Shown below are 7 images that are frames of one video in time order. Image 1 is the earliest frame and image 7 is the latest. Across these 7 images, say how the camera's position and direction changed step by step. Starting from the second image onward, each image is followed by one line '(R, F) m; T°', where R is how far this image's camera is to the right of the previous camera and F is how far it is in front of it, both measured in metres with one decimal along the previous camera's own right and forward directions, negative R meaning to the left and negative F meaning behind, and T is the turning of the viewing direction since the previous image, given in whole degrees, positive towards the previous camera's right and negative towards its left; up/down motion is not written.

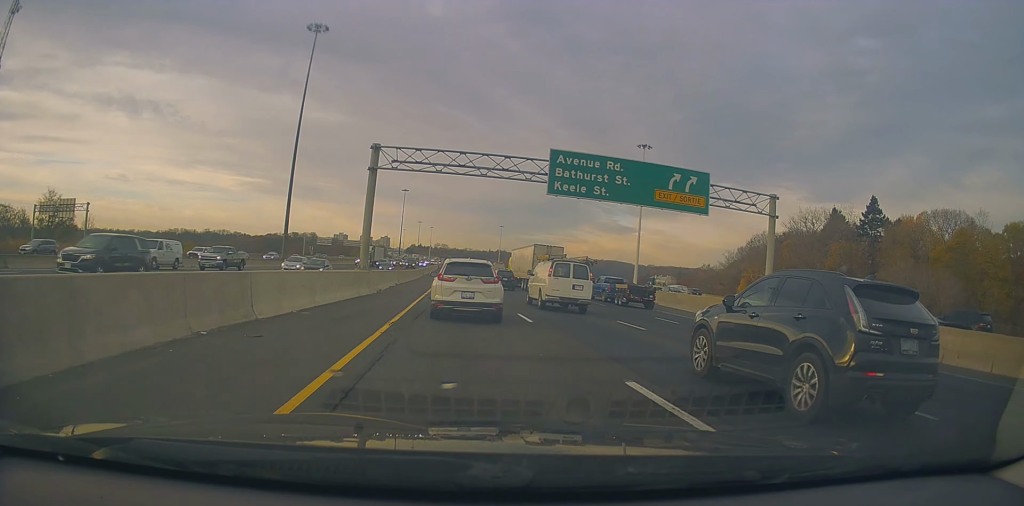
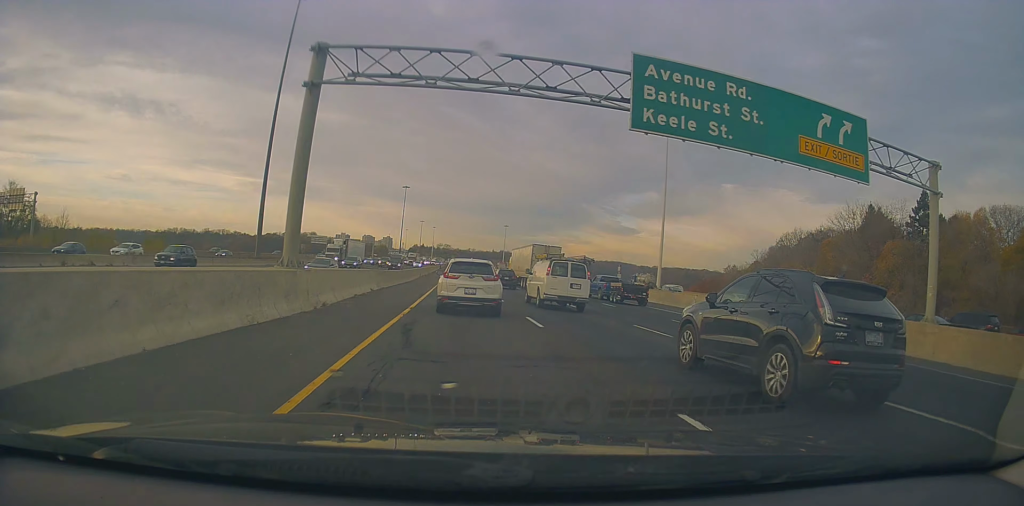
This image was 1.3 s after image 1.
(+0.3, +13.6) m; +1°
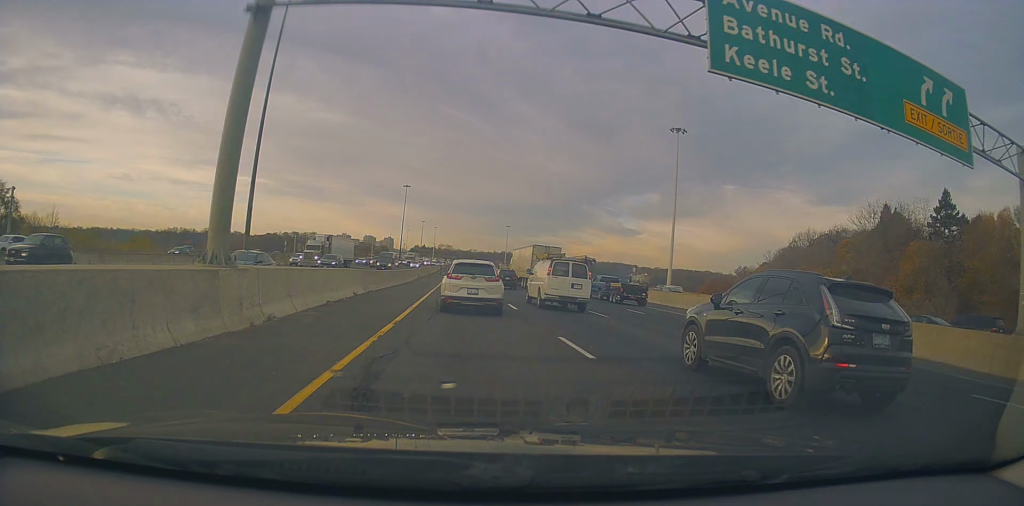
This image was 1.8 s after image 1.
(+0.1, +4.9) m; -2°
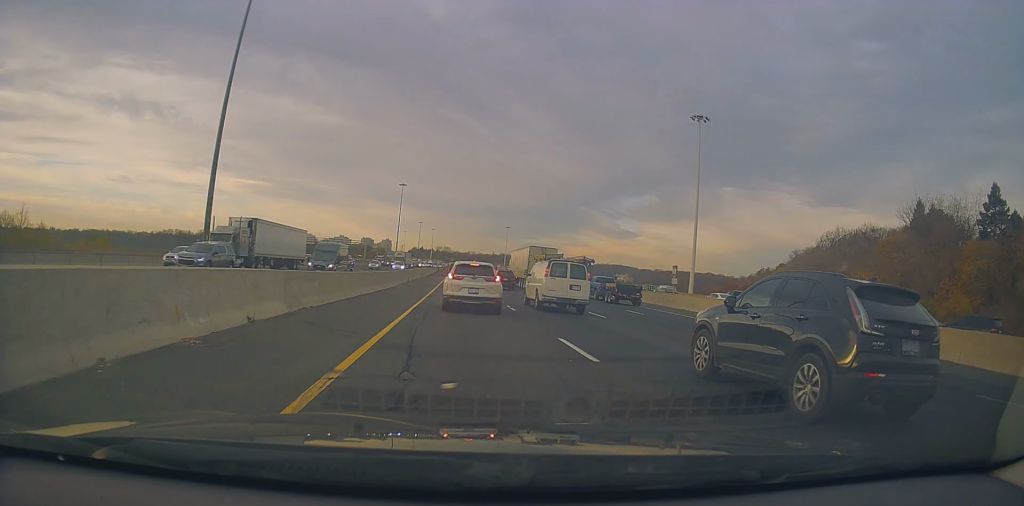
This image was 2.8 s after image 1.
(-0.5, +11.4) m; 0°
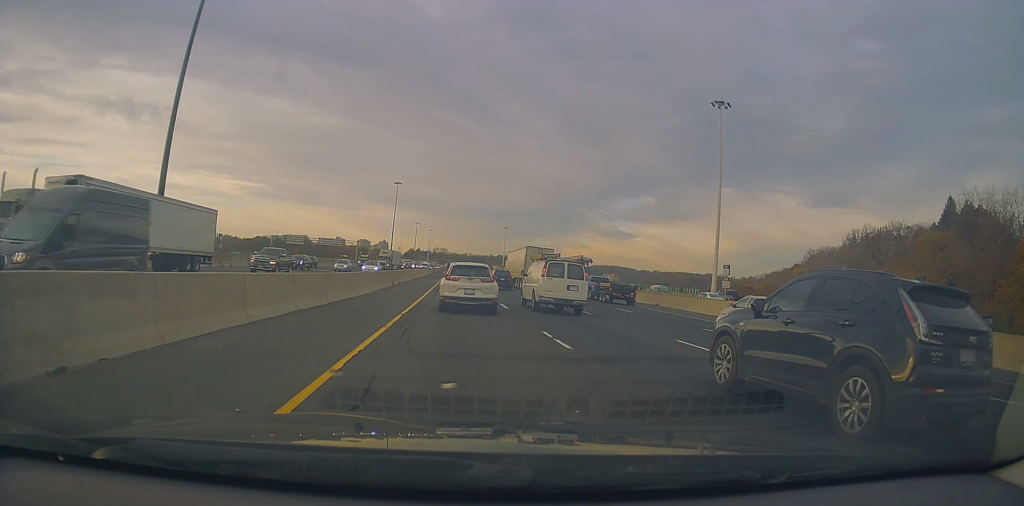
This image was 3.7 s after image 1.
(+0.3, +10.3) m; +3°
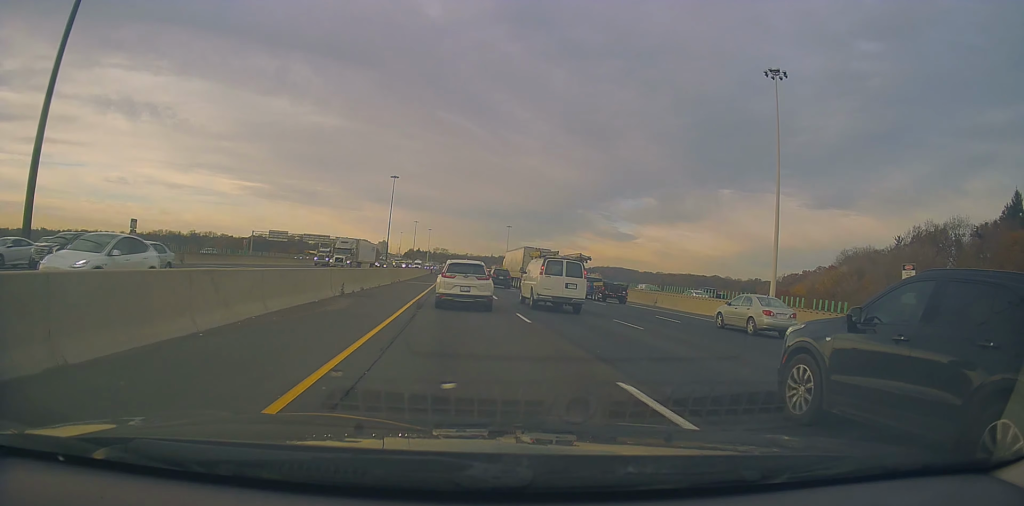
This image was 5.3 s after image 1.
(+0.2, +18.3) m; -2°
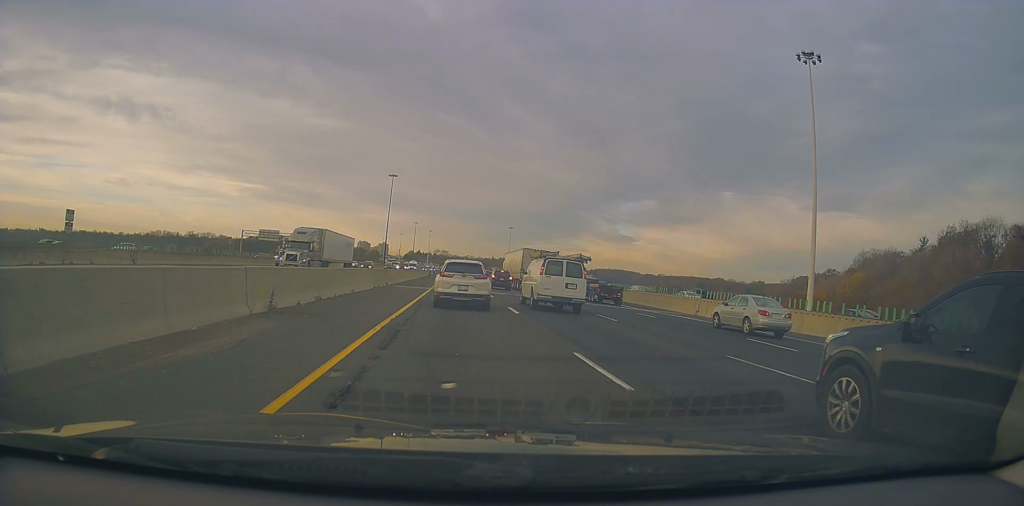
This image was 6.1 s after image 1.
(-0.4, +8.9) m; 0°
